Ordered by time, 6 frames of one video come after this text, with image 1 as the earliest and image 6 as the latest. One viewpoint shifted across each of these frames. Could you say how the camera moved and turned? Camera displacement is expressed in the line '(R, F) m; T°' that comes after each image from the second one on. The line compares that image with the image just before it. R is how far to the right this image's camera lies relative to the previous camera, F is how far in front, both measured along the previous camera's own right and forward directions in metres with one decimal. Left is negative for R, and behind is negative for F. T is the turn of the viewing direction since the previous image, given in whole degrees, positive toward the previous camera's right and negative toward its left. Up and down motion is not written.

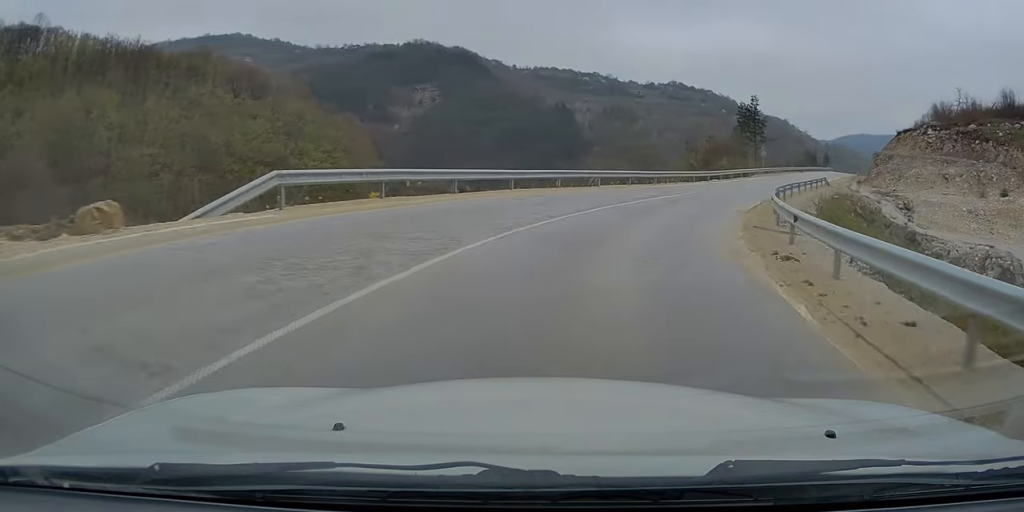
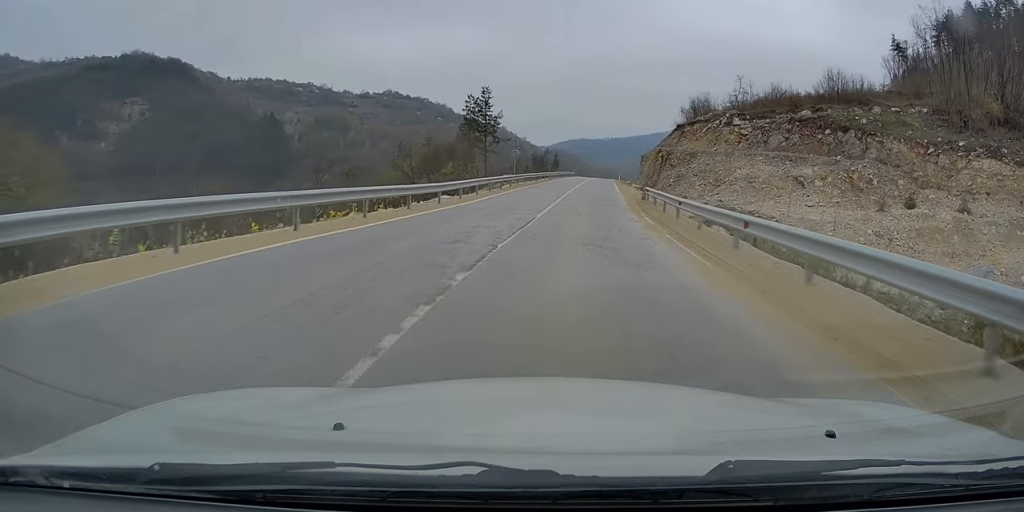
(+5.7, +26.6) m; +17°
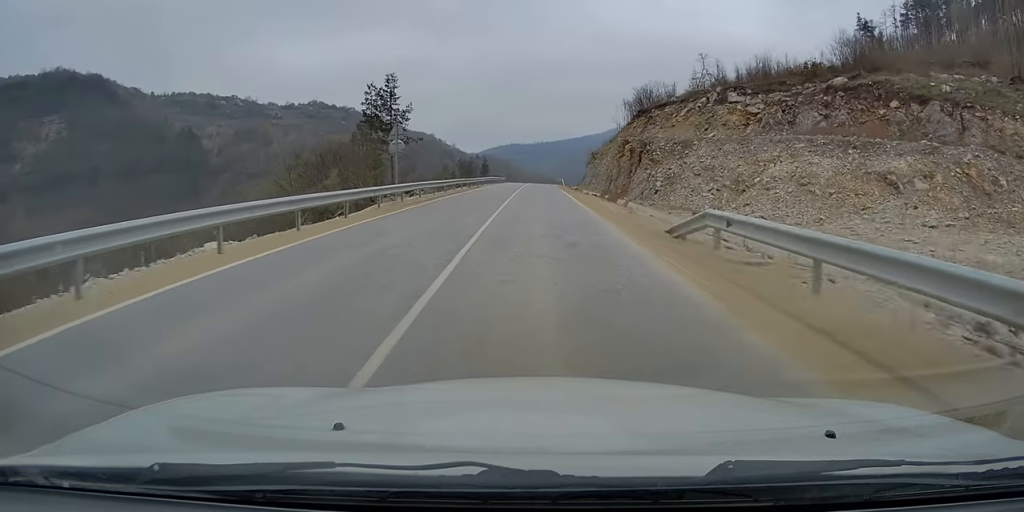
(+1.1, +22.1) m; +4°
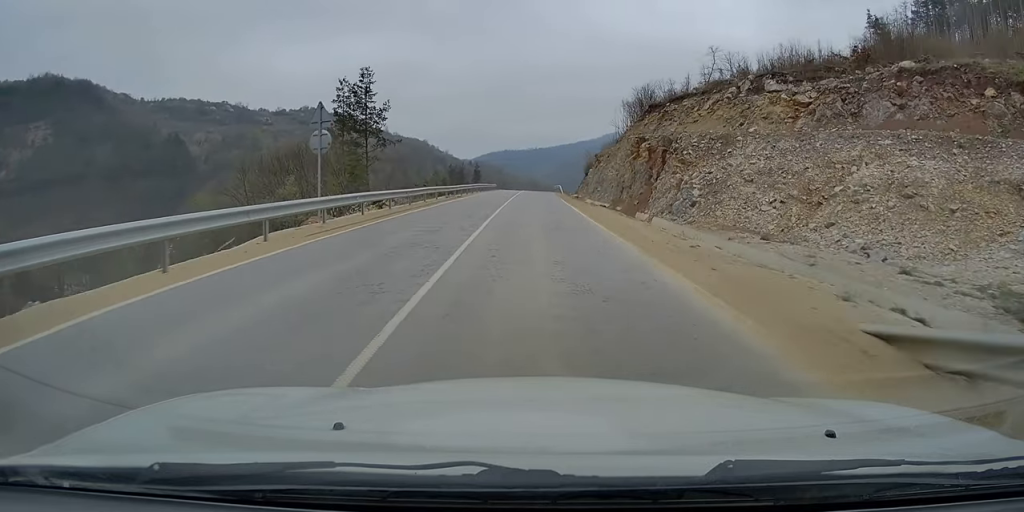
(+0.1, +9.9) m; 0°
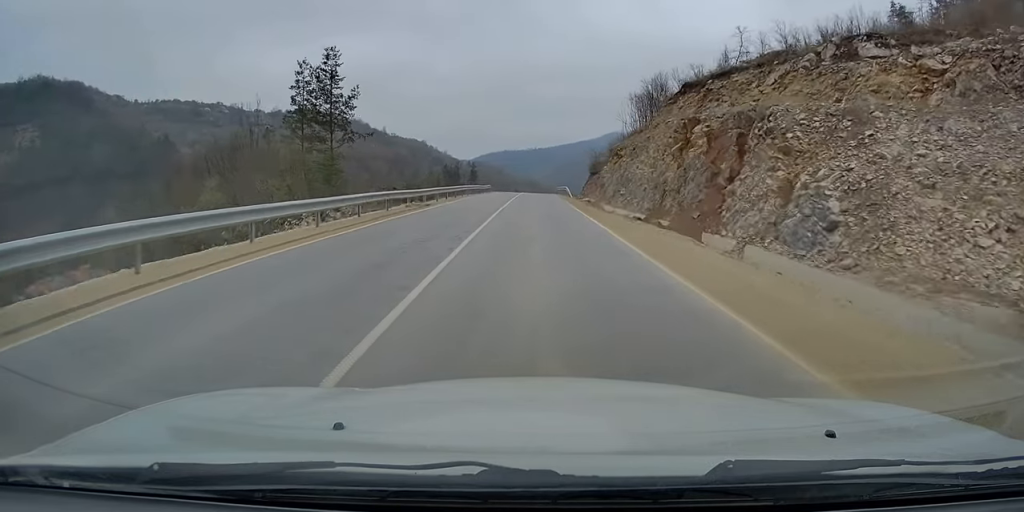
(0.0, +13.0) m; 0°
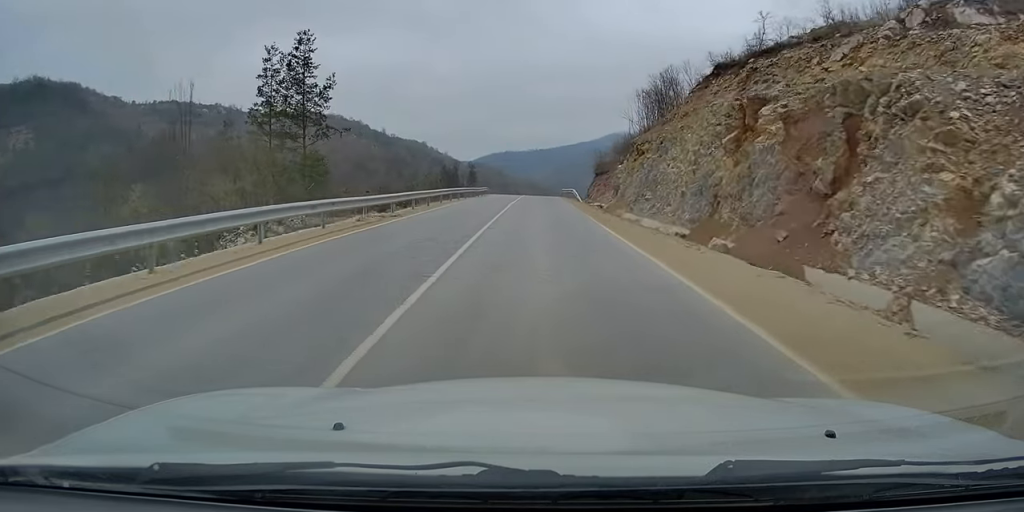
(-0.1, +8.0) m; 0°
